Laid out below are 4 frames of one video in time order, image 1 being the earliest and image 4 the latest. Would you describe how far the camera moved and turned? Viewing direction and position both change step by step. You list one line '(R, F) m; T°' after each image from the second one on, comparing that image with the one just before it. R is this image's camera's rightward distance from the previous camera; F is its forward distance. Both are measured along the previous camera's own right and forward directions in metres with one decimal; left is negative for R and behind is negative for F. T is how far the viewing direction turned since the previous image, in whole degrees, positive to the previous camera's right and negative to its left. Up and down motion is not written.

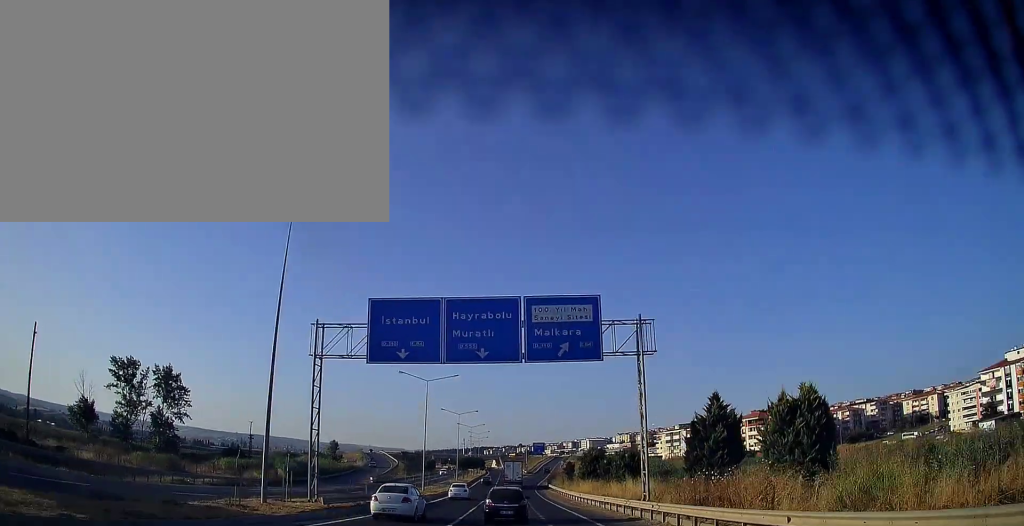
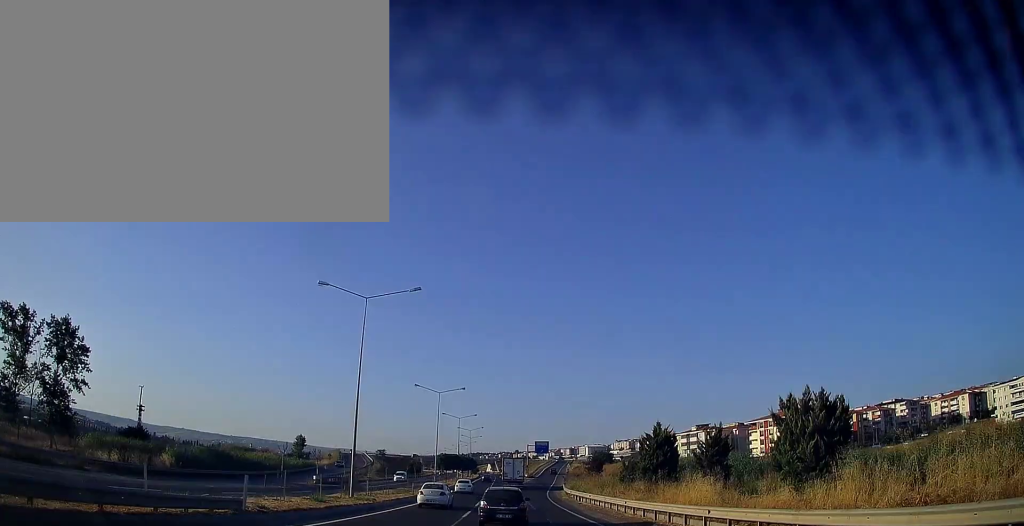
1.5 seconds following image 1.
(+0.3, +30.0) m; +1°
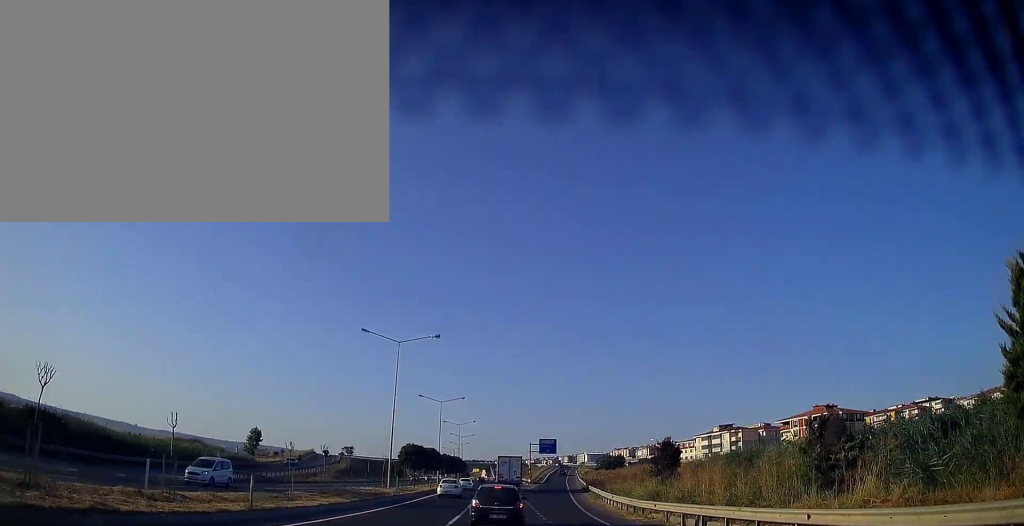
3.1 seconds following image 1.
(+0.2, +30.1) m; +1°
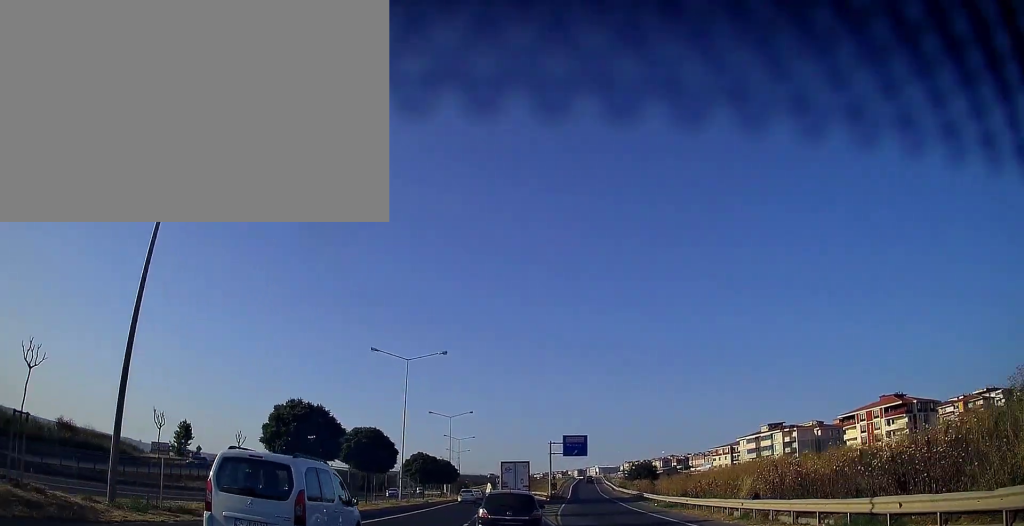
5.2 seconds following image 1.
(-0.3, +36.4) m; -2°
